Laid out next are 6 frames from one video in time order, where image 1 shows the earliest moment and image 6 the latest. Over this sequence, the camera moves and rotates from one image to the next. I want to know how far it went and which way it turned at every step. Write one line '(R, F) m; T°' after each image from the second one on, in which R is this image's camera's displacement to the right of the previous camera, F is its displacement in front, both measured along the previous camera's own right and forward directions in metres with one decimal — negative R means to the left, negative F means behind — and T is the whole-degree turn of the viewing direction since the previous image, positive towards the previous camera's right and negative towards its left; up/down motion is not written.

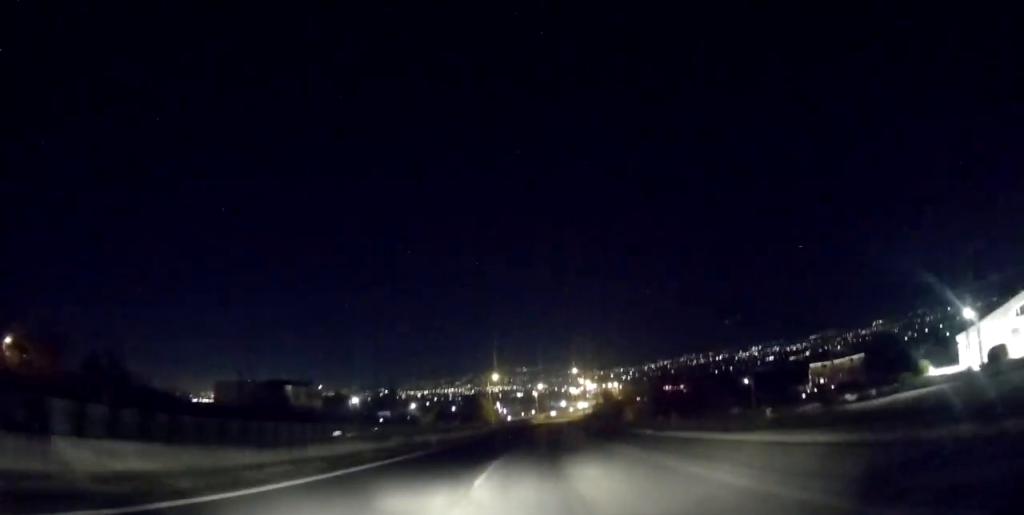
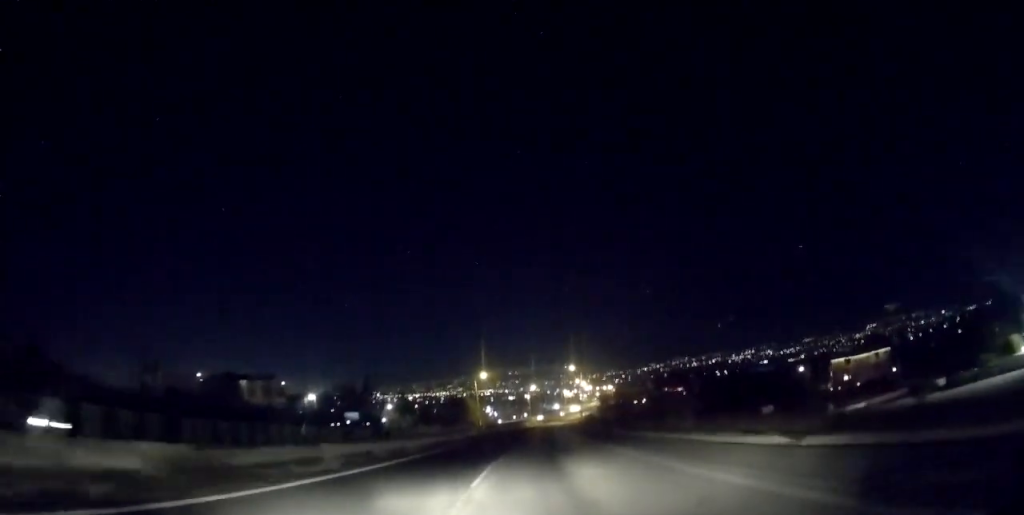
(+0.1, +18.0) m; +1°
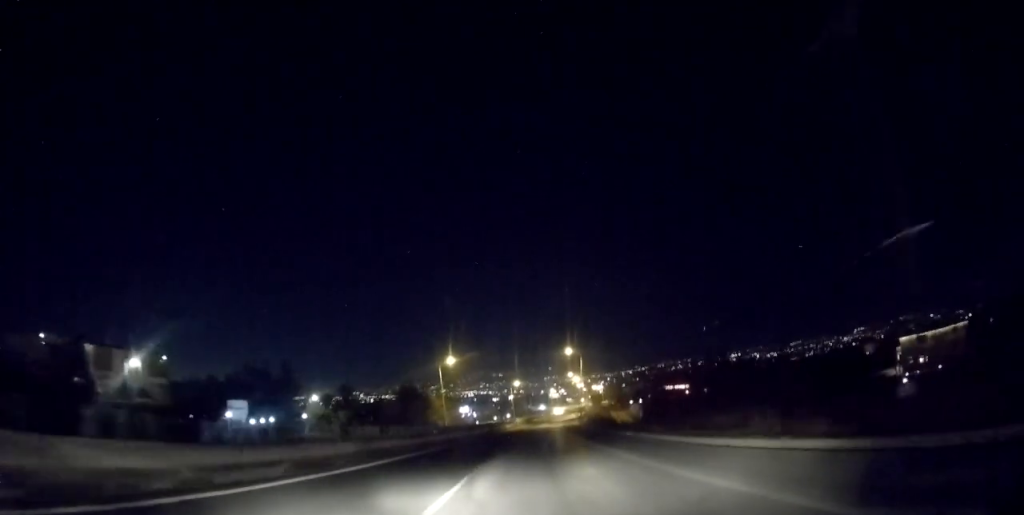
(+0.8, +39.8) m; +2°
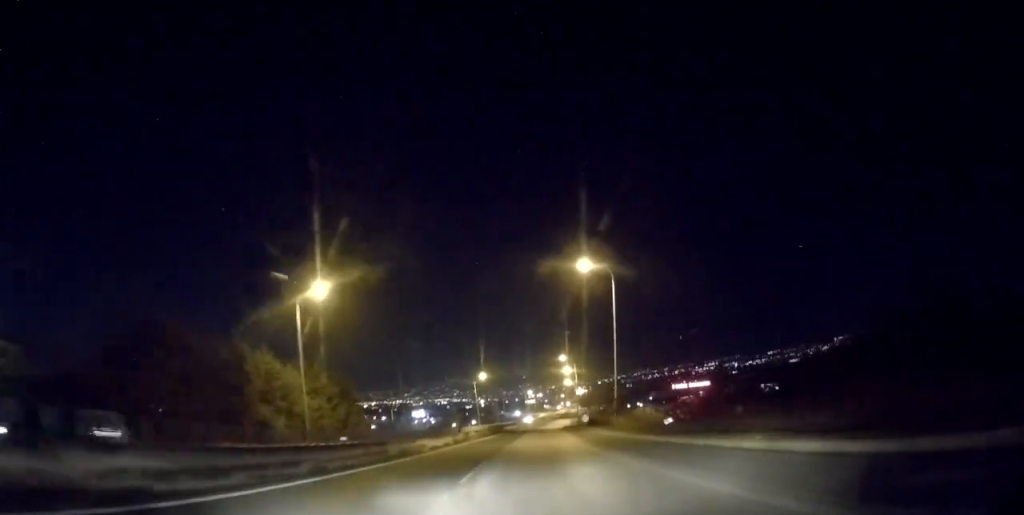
(+1.3, +67.2) m; +3°
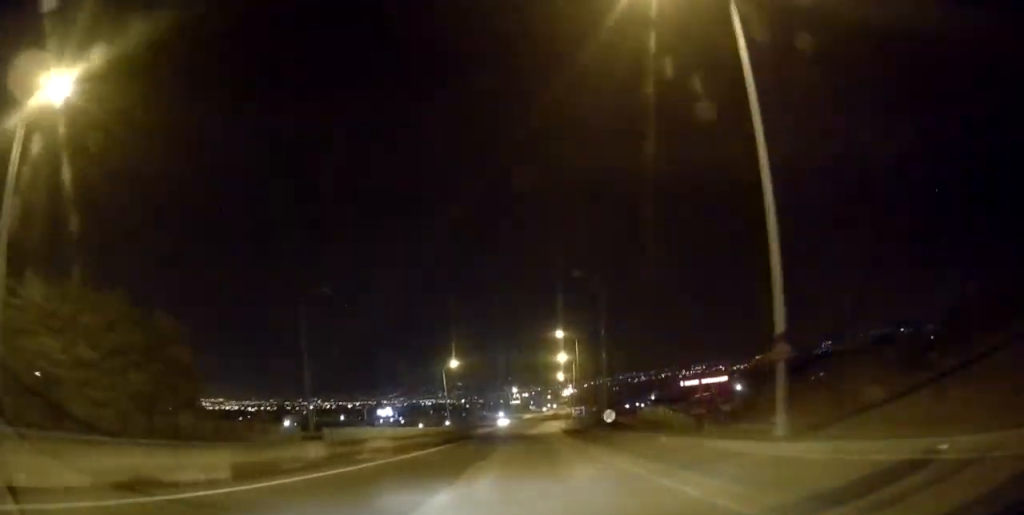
(+0.5, +34.2) m; +1°
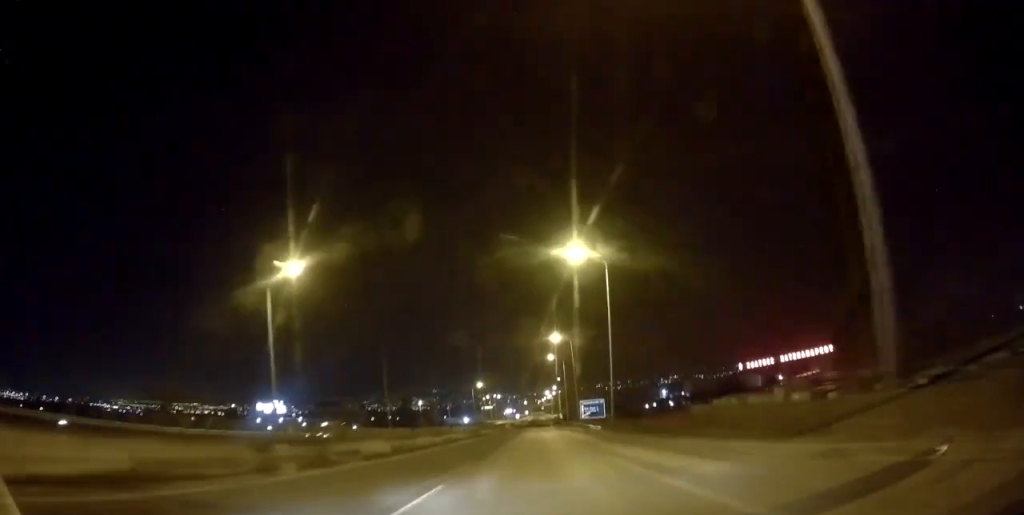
(+1.7, +77.8) m; +3°
